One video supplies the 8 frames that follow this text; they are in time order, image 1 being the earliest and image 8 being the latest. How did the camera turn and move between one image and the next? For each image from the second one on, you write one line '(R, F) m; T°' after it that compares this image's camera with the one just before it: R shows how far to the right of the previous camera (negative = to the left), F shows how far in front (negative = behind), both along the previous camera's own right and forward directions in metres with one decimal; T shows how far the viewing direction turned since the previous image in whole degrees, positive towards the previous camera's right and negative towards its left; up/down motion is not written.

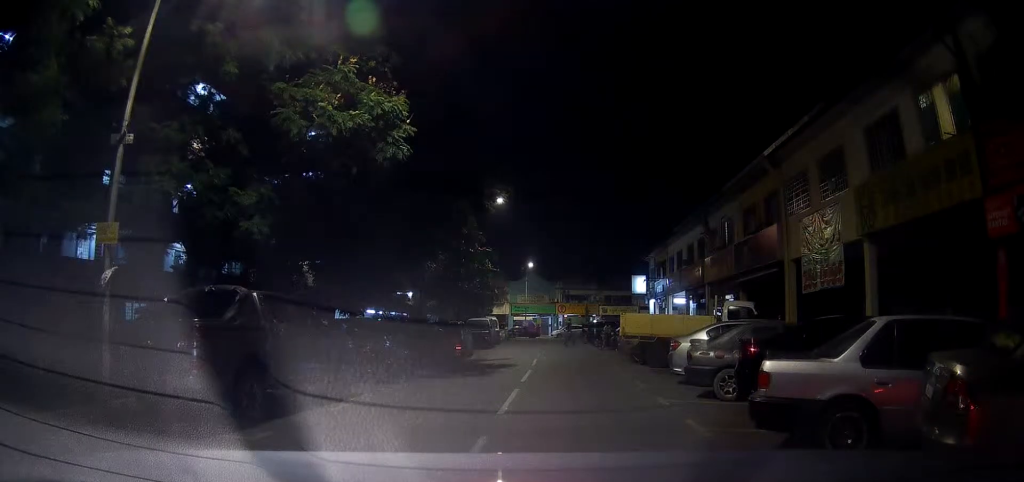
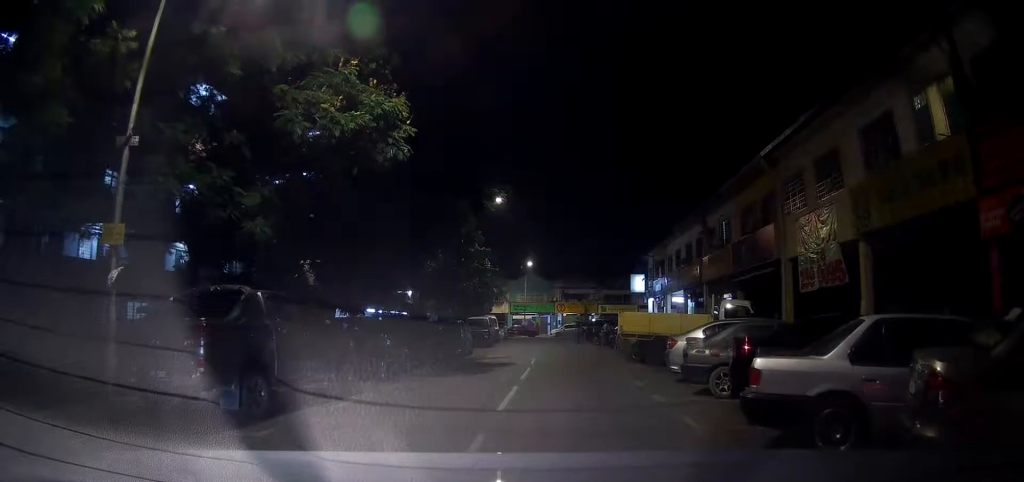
(0.0, 0.0) m; 0°
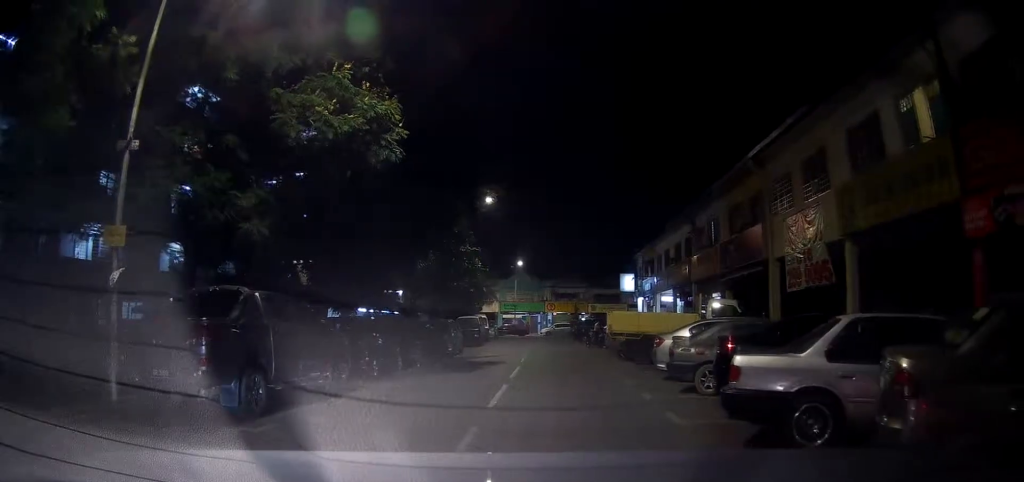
(0.0, 0.0) m; 0°
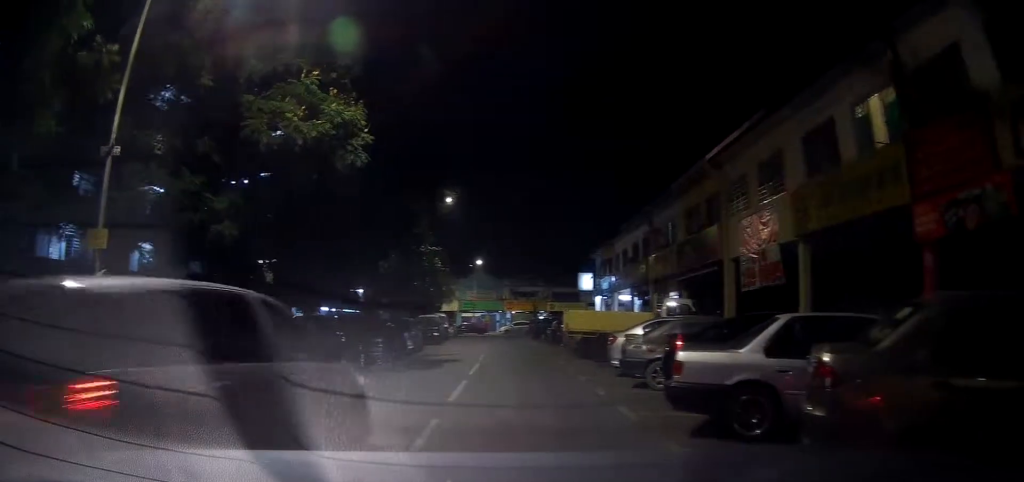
(0.0, 0.0) m; 0°
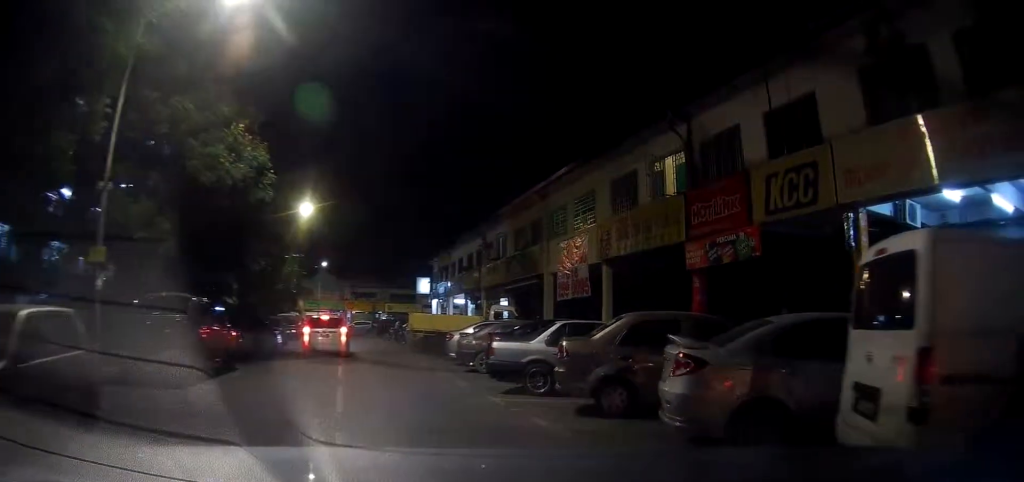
(+0.2, +0.9) m; +10°
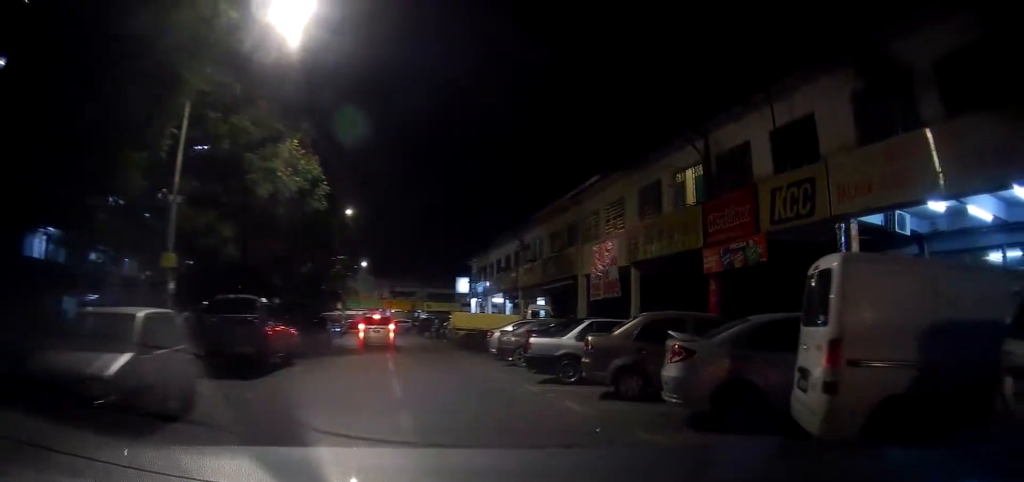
(+0.1, +0.6) m; +7°
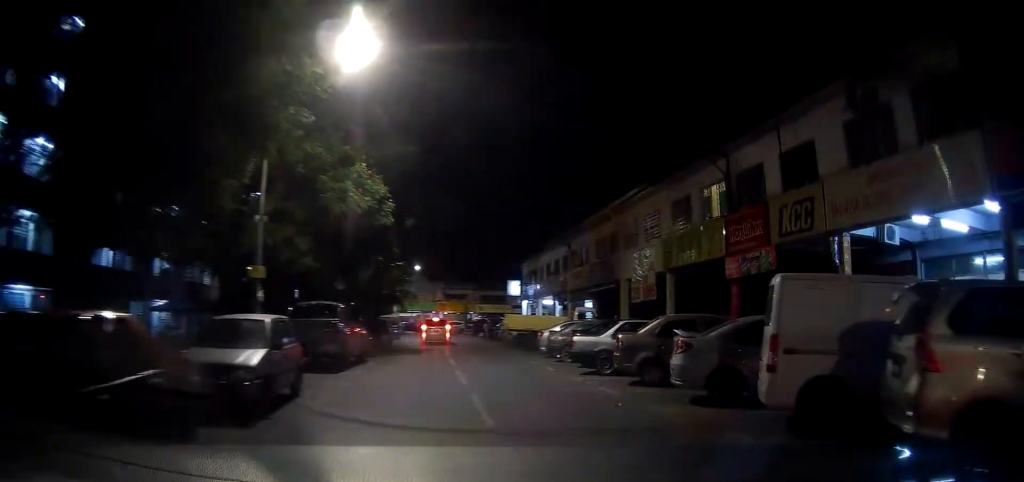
(0.0, +1.6) m; 0°
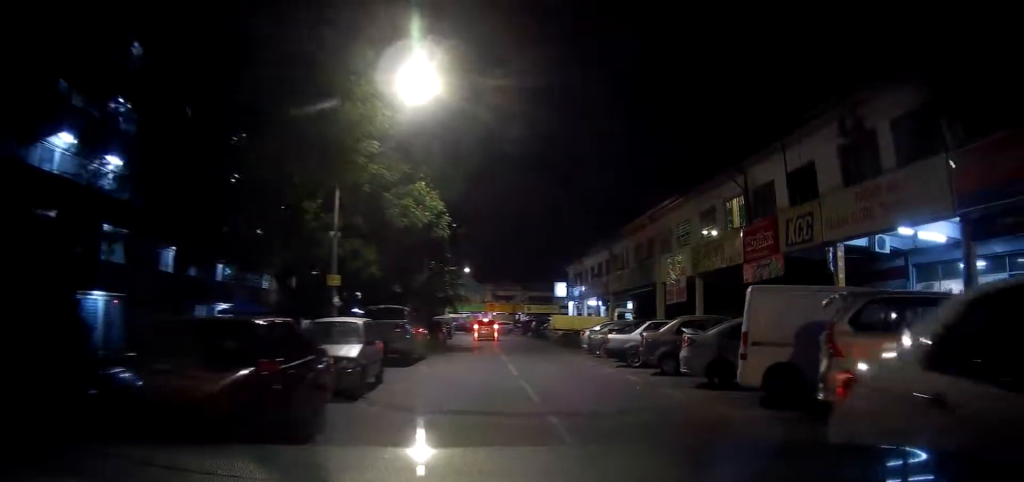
(0.0, +2.2) m; -2°
